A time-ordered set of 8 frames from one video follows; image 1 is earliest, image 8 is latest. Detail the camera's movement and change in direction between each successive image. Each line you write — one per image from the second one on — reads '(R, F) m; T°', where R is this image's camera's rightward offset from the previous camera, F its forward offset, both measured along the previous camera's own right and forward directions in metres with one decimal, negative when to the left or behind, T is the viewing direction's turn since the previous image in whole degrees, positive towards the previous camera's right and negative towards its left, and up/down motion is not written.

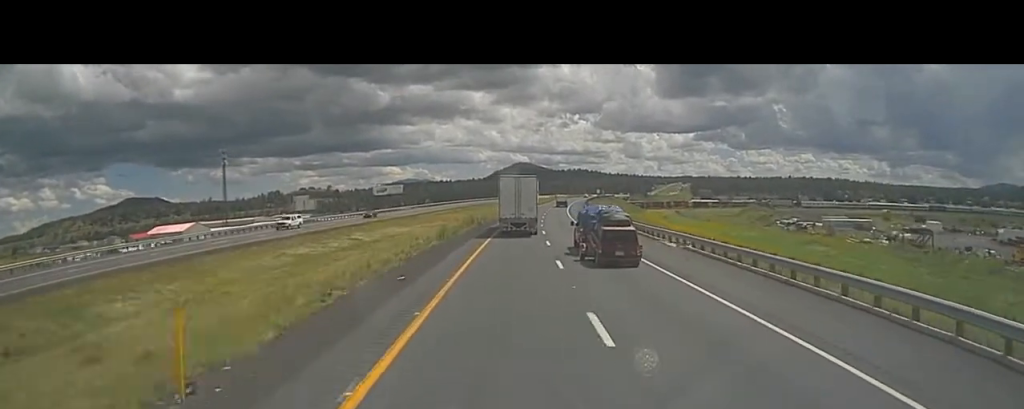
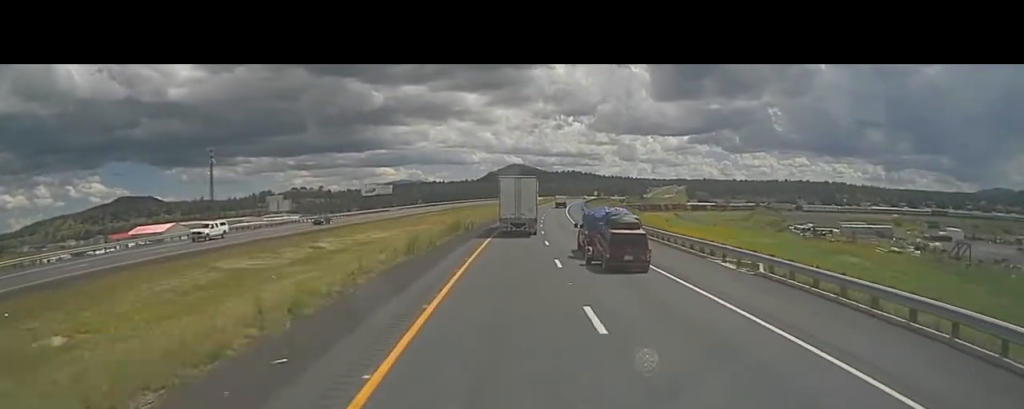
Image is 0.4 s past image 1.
(-0.1, +11.2) m; 0°
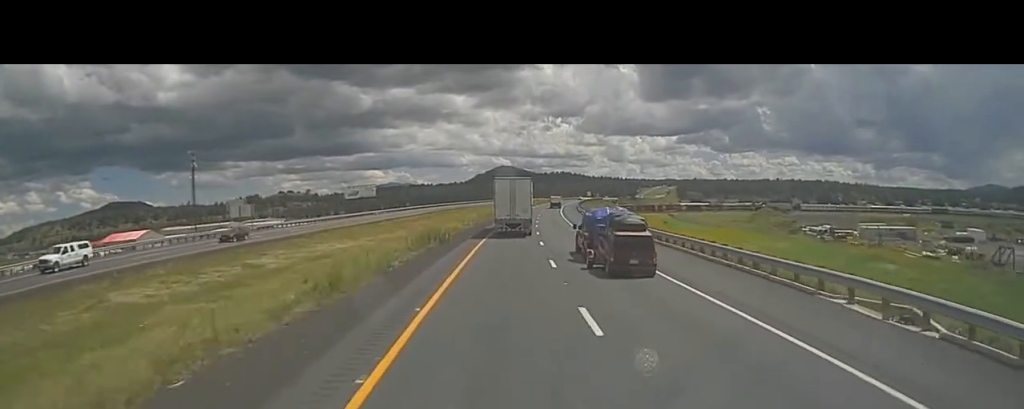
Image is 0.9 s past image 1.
(0.0, +12.1) m; 0°
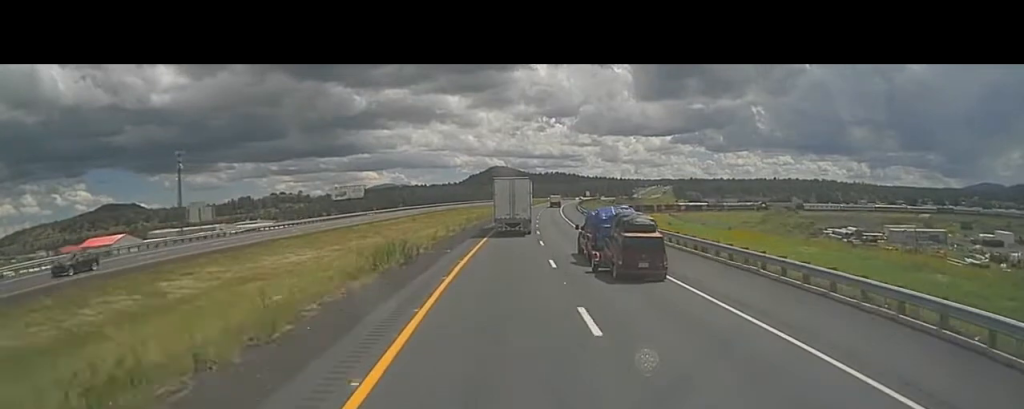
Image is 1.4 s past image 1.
(0.0, +12.1) m; +1°
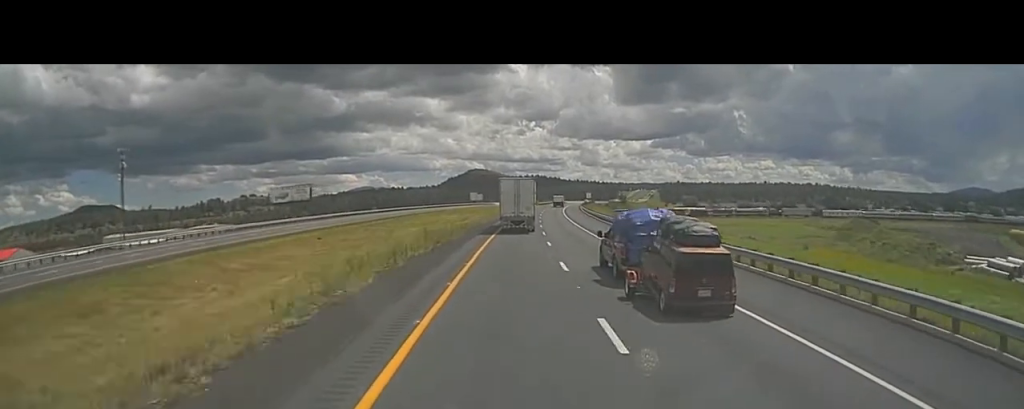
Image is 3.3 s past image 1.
(+1.3, +50.0) m; +3°
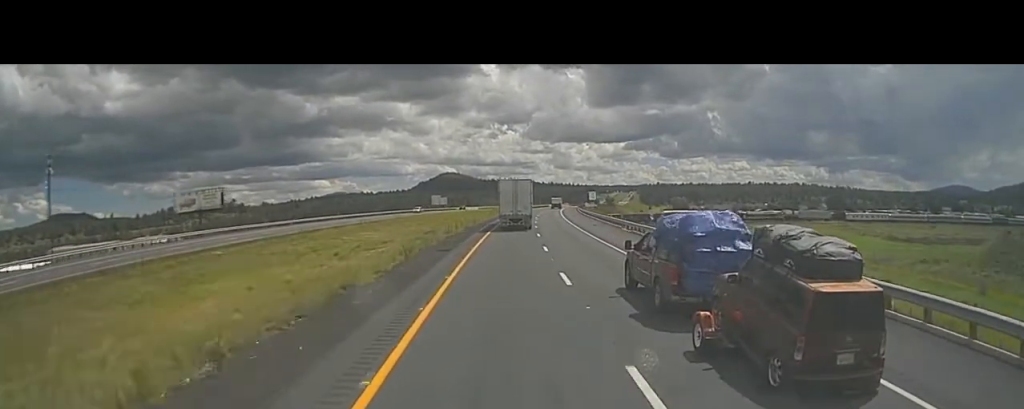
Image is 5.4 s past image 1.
(+1.7, +53.3) m; +3°
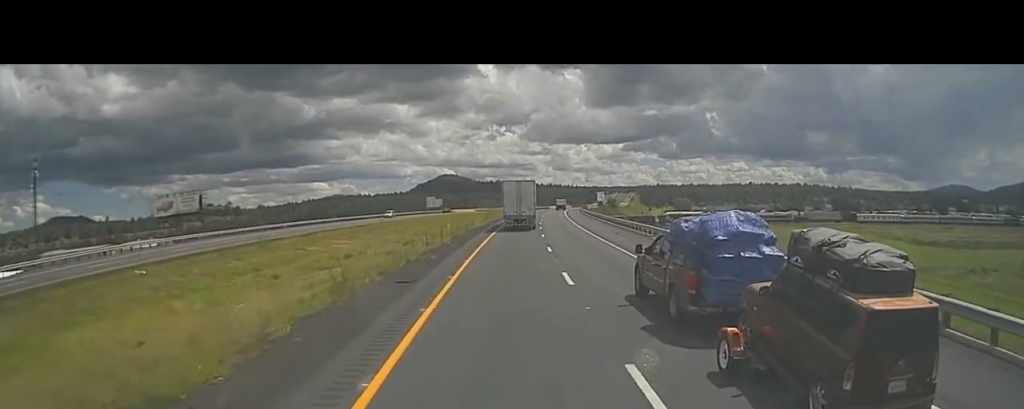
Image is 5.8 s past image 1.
(0.0, +12.0) m; 0°
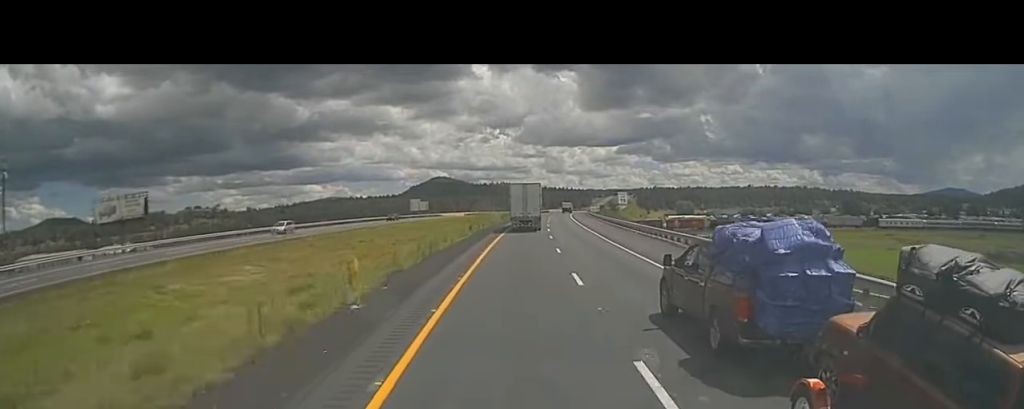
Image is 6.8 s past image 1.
(-0.2, +23.9) m; 0°
